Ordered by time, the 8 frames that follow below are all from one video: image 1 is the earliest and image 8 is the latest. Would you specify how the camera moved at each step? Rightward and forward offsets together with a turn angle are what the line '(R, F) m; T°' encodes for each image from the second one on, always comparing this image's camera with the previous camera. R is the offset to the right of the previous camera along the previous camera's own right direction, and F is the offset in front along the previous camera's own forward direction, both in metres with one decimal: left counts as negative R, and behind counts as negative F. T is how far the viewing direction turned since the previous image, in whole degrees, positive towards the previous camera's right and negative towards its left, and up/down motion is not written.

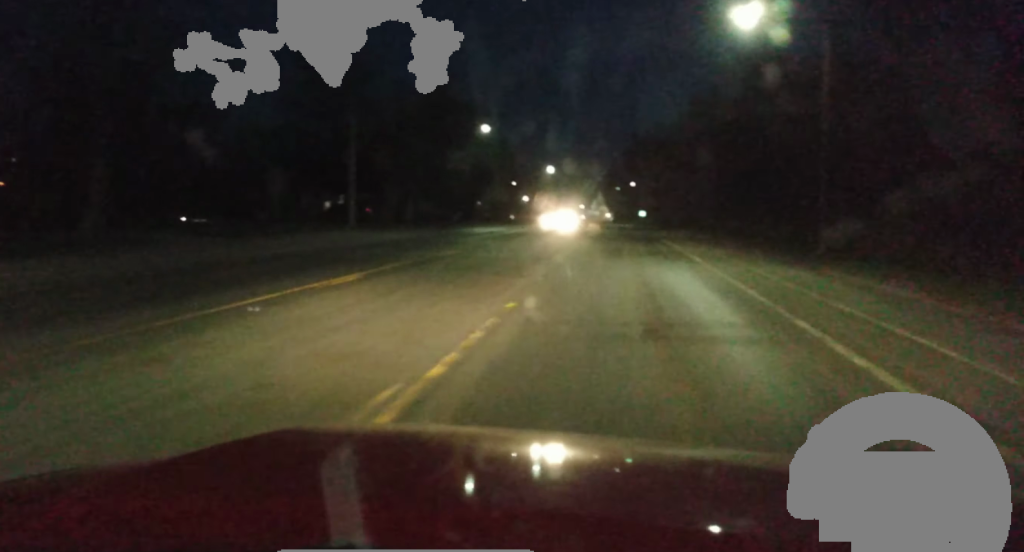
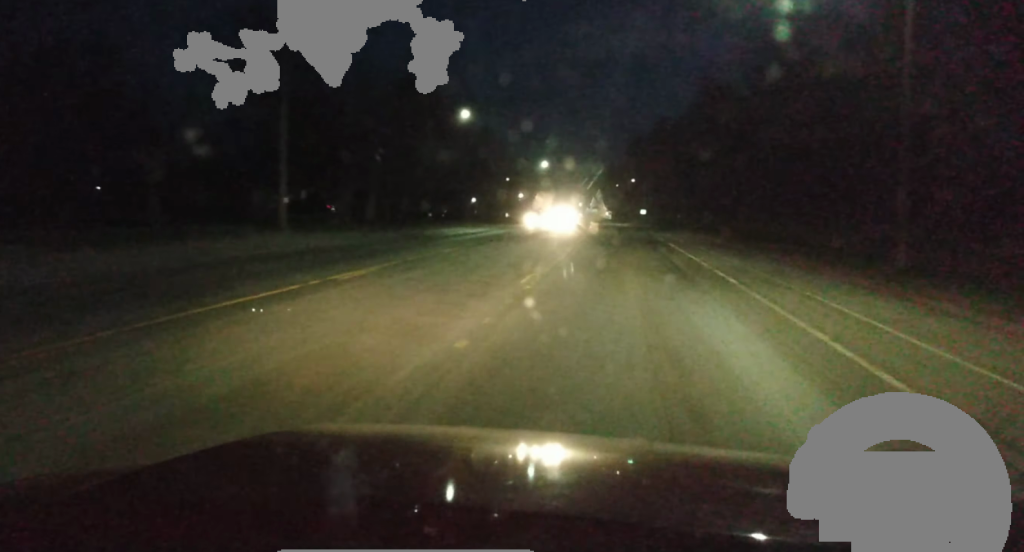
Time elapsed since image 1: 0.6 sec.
(0.0, +10.5) m; 0°
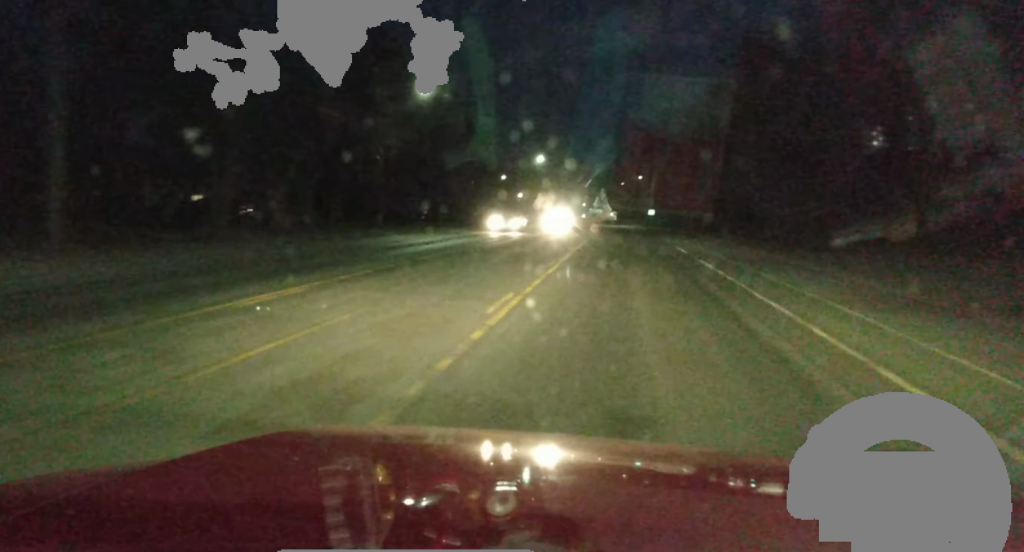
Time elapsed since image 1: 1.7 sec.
(+0.2, +17.3) m; 0°
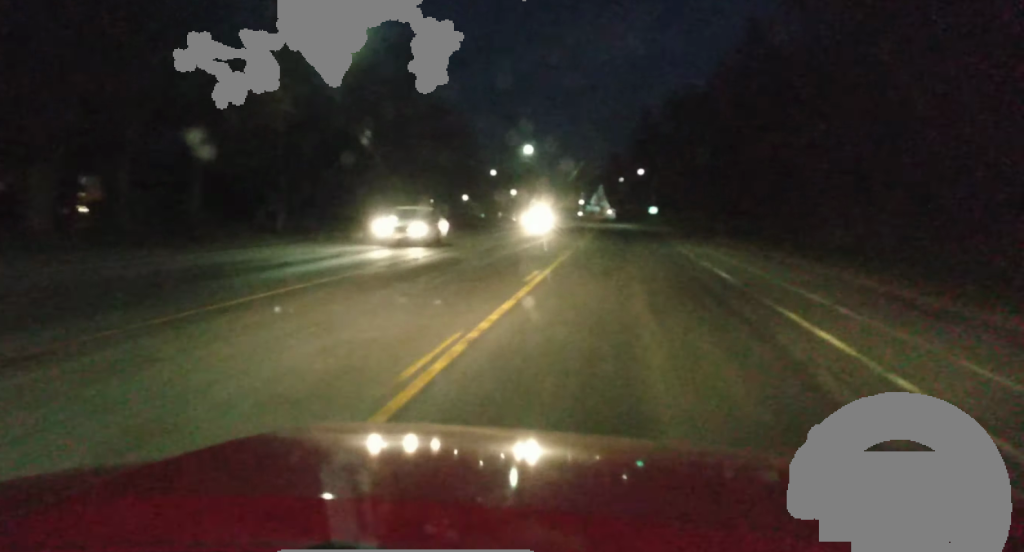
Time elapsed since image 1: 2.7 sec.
(-0.3, +18.0) m; -1°
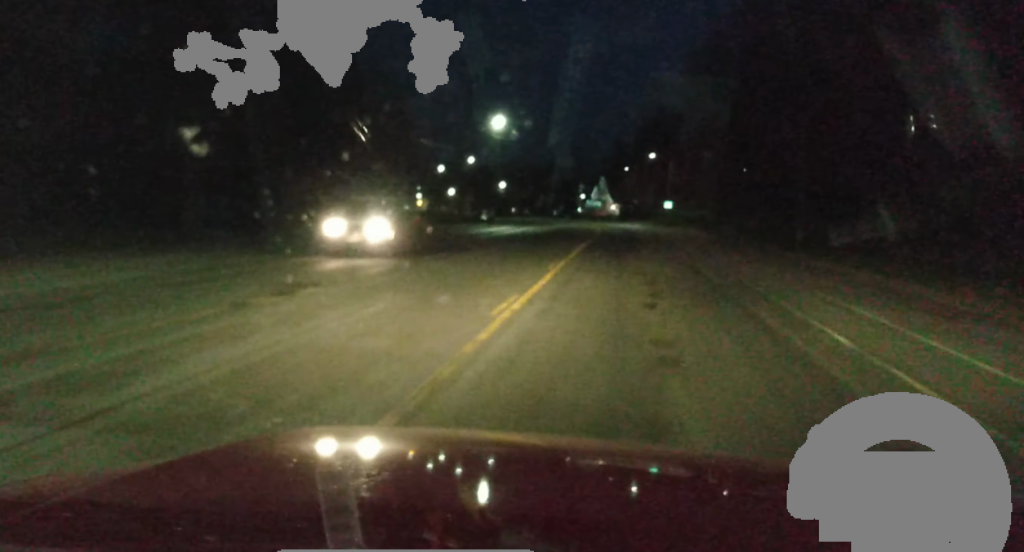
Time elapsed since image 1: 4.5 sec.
(-0.2, +30.6) m; +1°
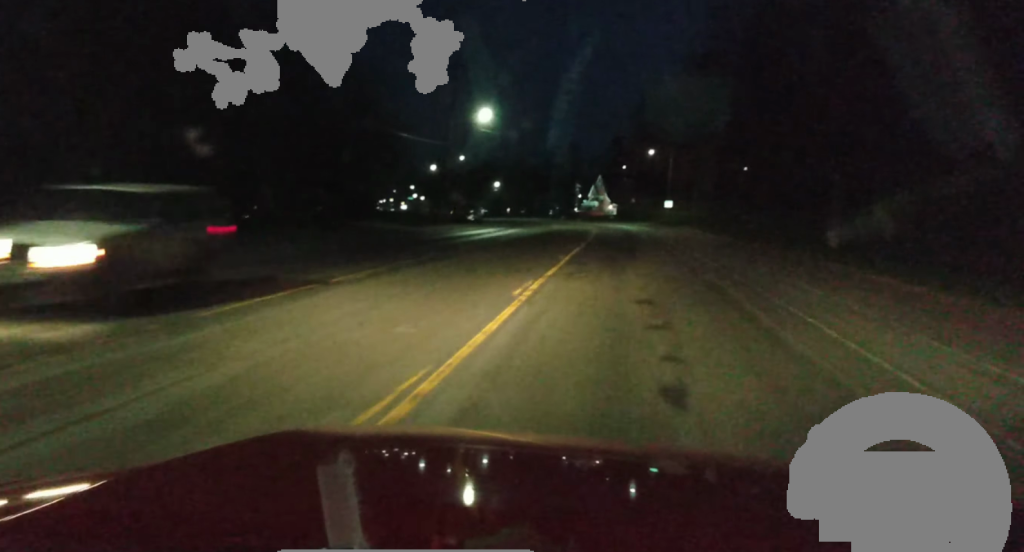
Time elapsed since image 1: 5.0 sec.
(+0.3, +7.9) m; 0°
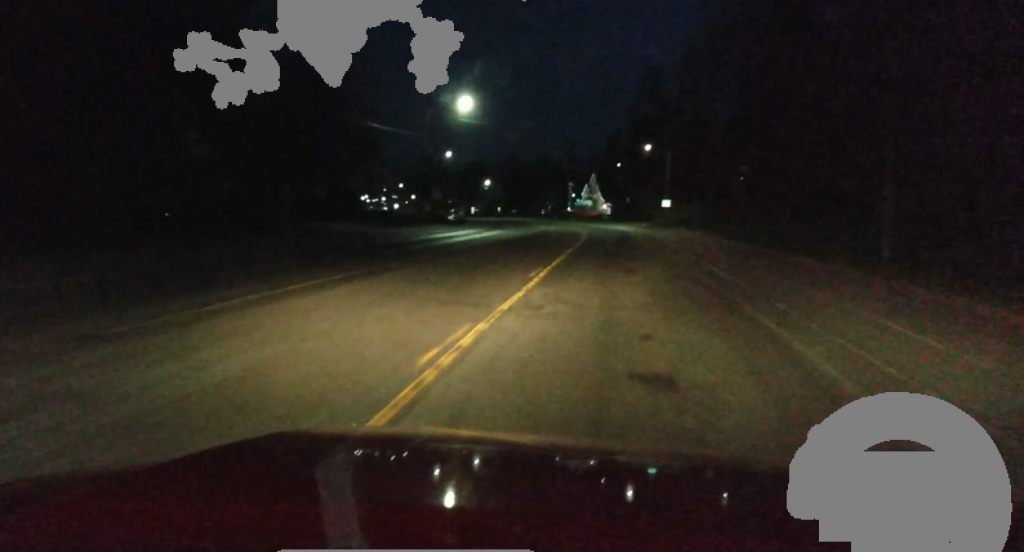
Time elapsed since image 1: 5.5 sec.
(+0.3, +7.9) m; 0°
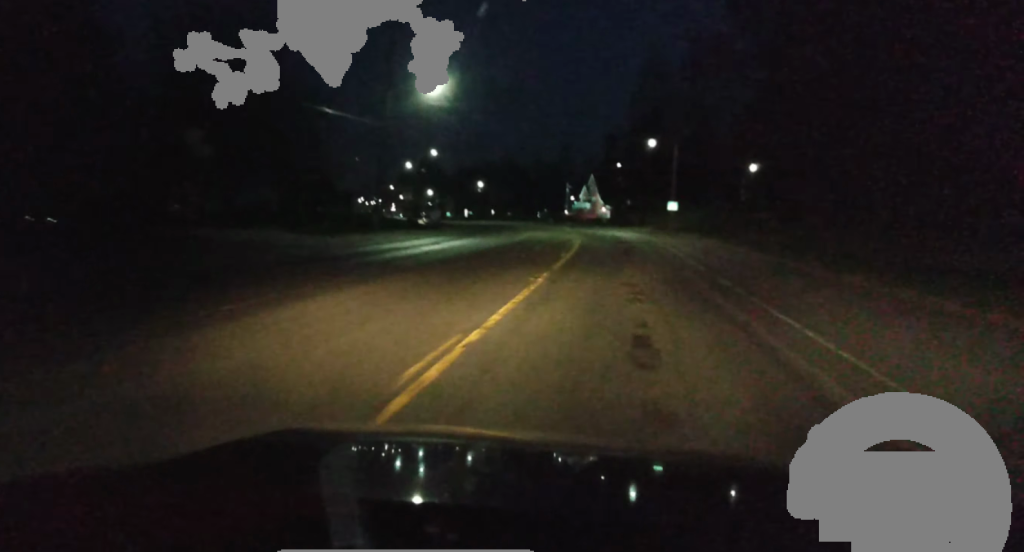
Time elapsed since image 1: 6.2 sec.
(-0.6, +12.8) m; -1°
